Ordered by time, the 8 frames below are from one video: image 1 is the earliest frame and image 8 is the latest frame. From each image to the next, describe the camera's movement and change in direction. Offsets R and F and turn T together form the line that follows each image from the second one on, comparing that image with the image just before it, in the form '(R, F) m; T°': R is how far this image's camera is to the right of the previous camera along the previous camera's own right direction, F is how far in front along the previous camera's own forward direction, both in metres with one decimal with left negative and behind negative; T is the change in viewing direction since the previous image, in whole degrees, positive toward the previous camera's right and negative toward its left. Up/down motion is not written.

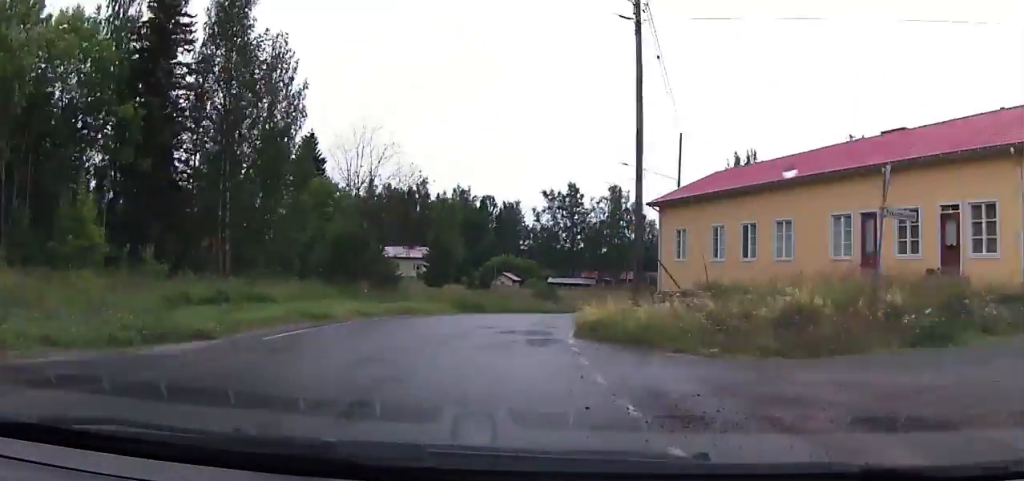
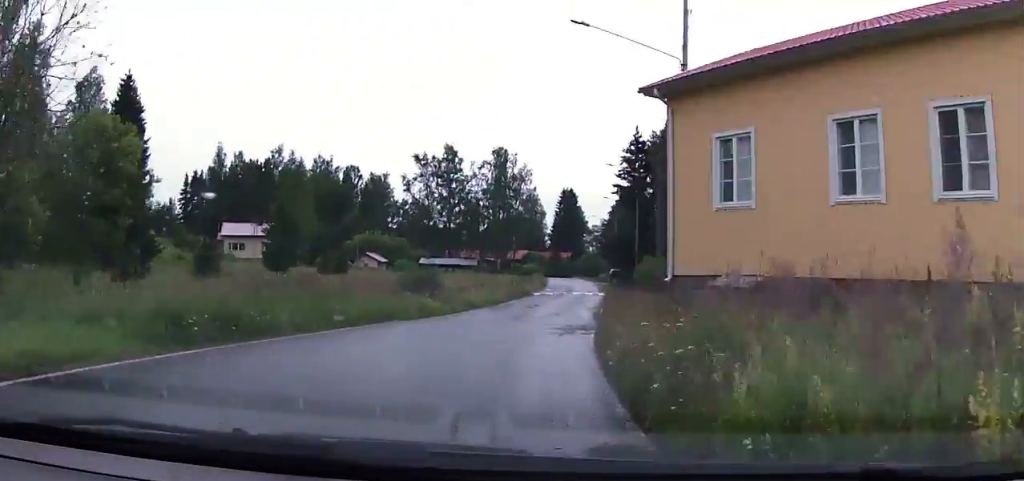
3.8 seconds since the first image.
(+1.3, +22.3) m; +2°
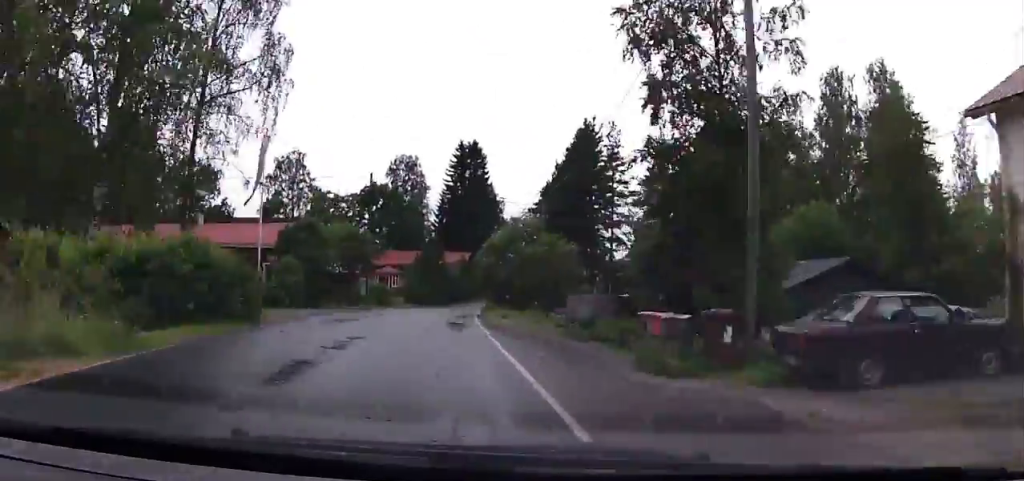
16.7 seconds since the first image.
(+3.1, +81.8) m; +6°
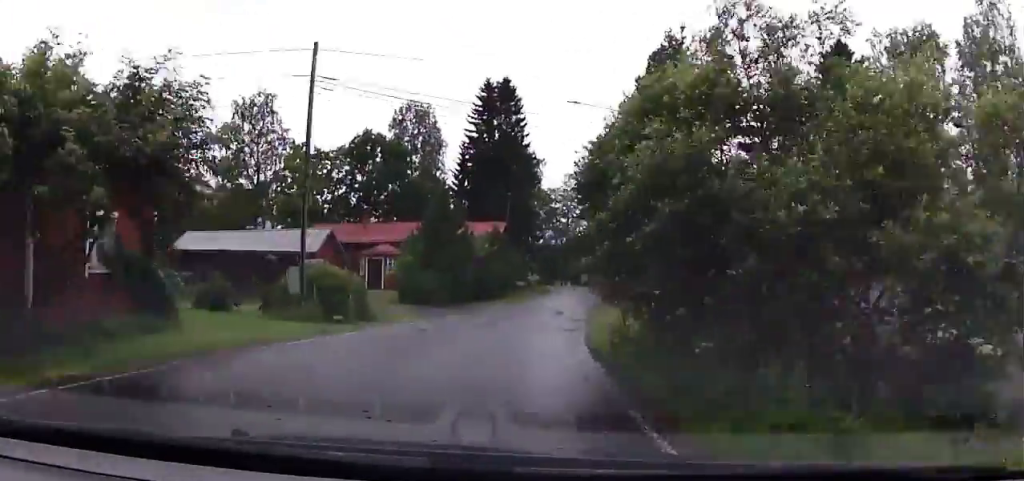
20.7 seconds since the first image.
(+0.9, +25.4) m; +4°
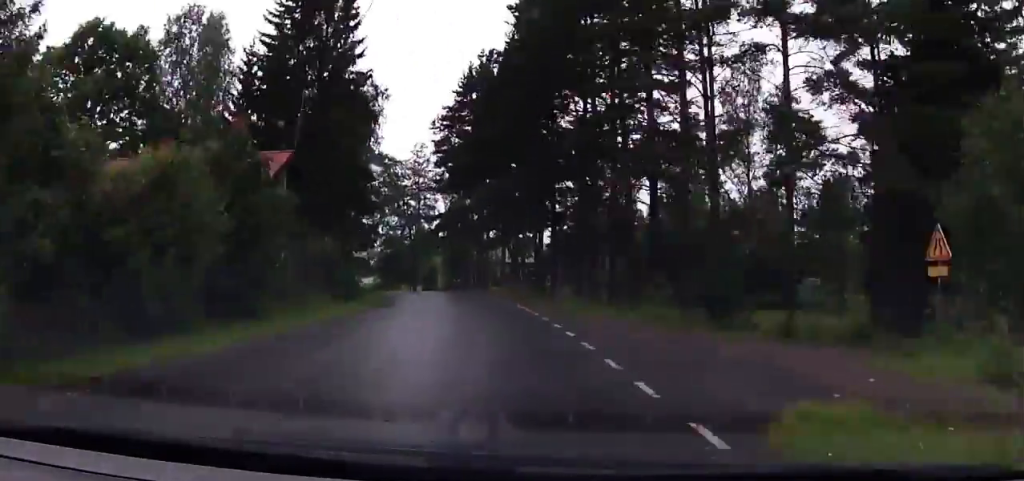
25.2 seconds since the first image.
(+0.8, +28.5) m; +3°
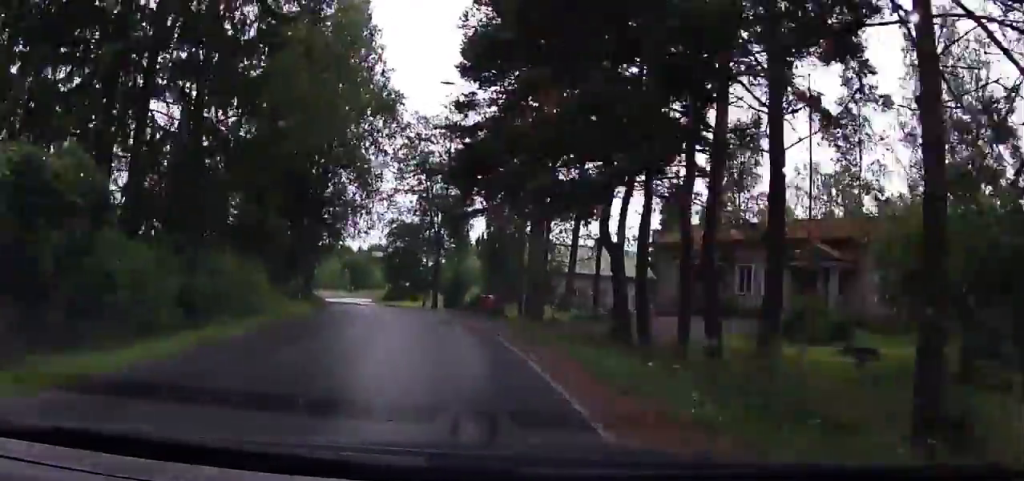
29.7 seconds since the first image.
(+1.0, +28.4) m; -1°
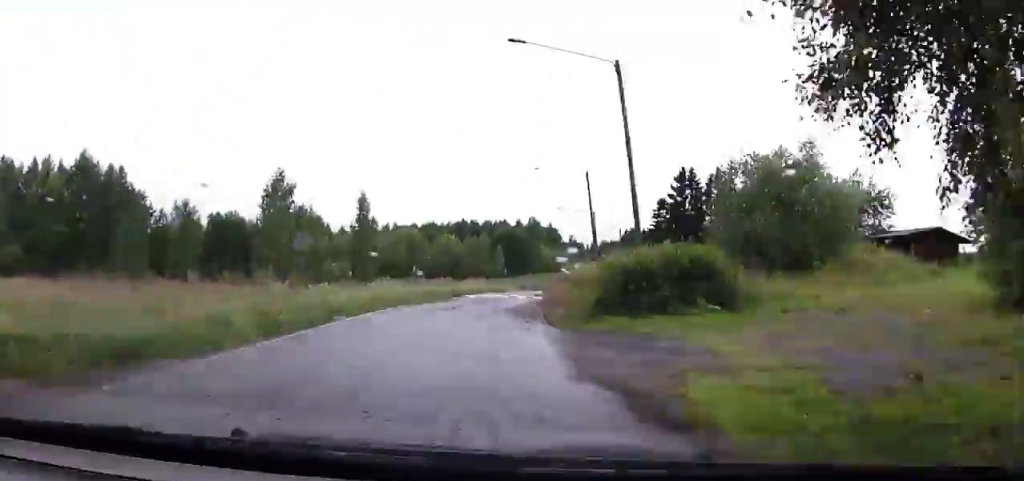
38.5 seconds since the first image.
(-4.4, +54.9) m; -8°
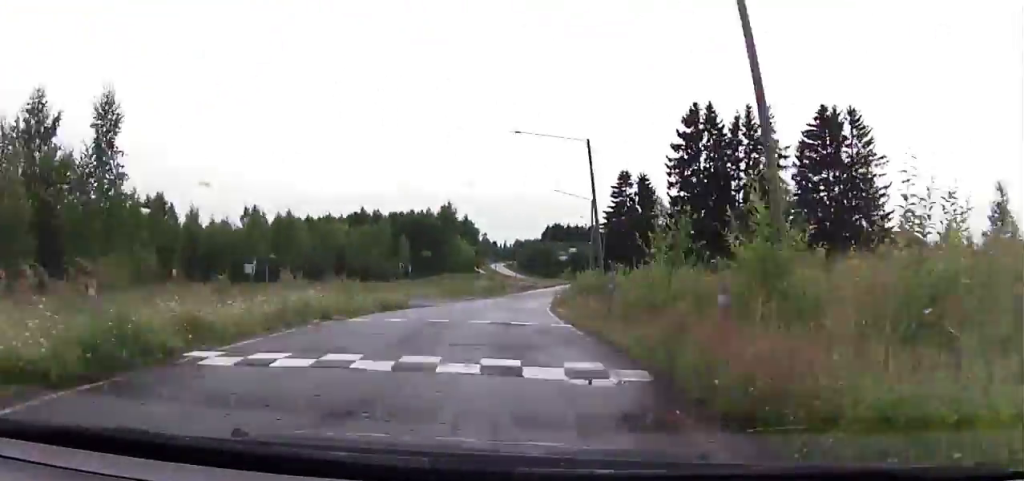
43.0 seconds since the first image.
(-1.5, +28.1) m; -1°
